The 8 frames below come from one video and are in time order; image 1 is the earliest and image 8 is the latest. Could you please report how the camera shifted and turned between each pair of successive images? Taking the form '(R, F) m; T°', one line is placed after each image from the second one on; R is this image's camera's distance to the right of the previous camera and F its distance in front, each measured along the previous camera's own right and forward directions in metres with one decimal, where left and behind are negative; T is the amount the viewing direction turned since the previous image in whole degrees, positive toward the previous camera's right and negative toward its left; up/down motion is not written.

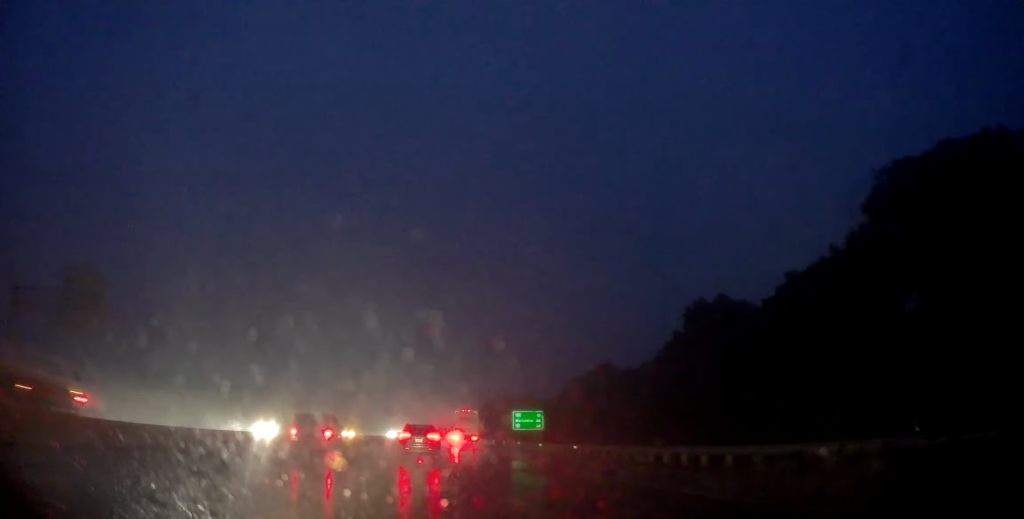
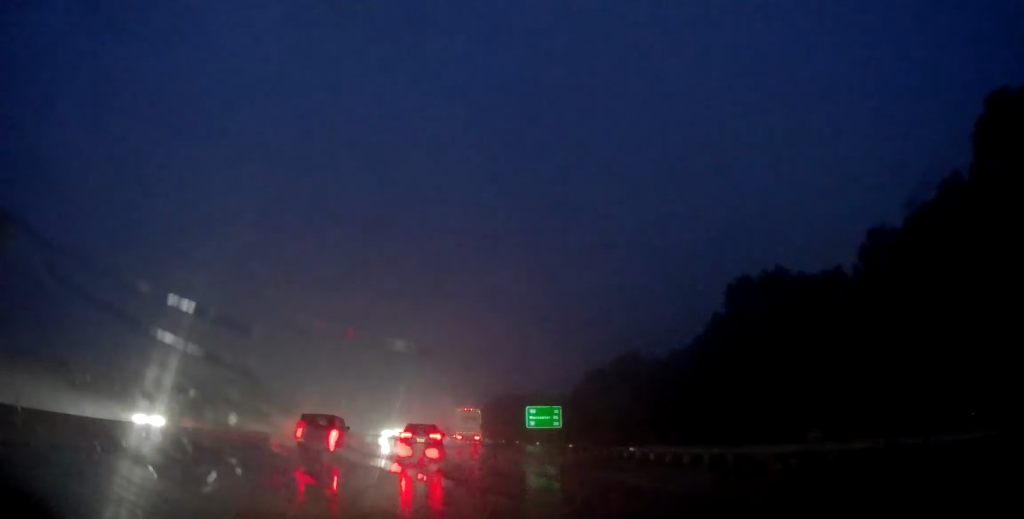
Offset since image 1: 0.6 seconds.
(+0.3, +10.5) m; 0°
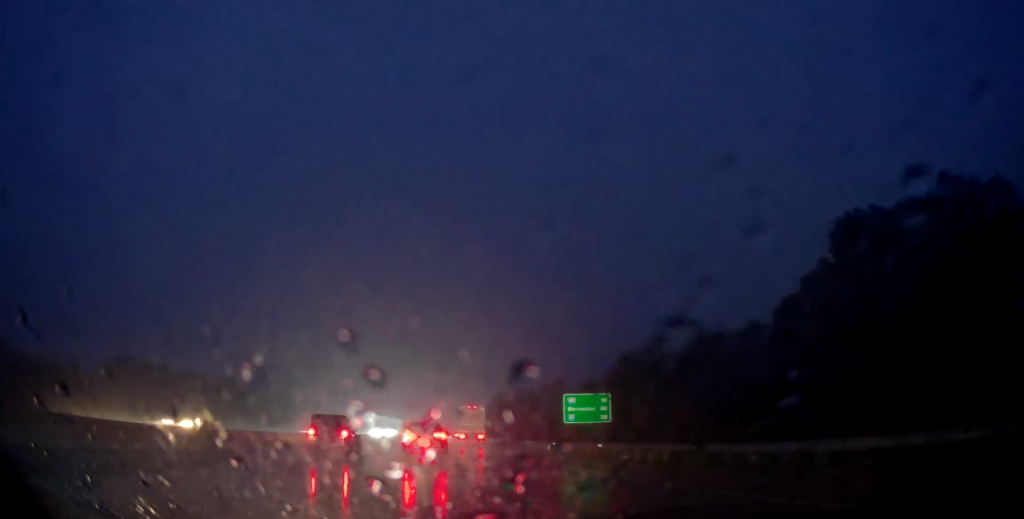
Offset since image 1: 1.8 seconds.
(-0.5, +19.6) m; 0°
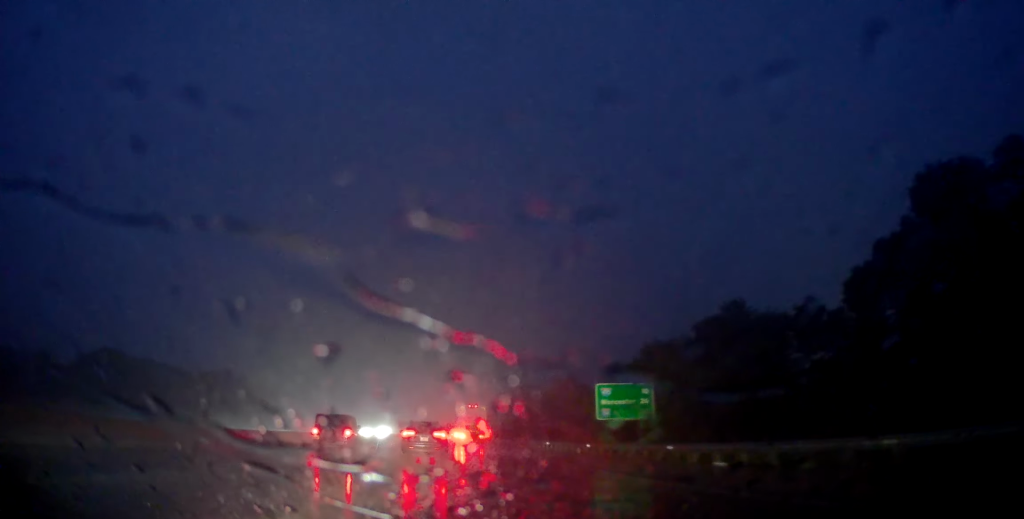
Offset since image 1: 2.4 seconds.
(+0.2, +10.6) m; +1°
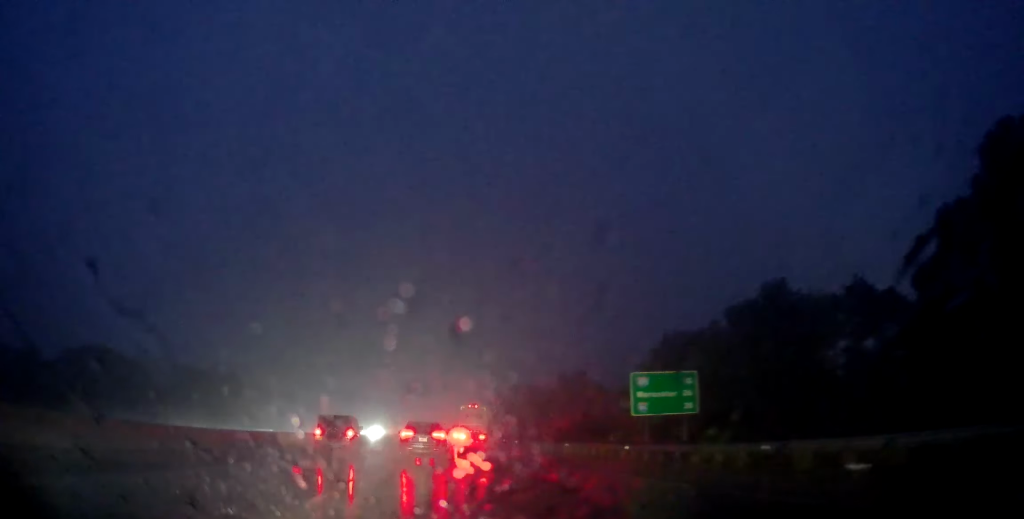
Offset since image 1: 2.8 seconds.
(+0.1, +7.6) m; 0°
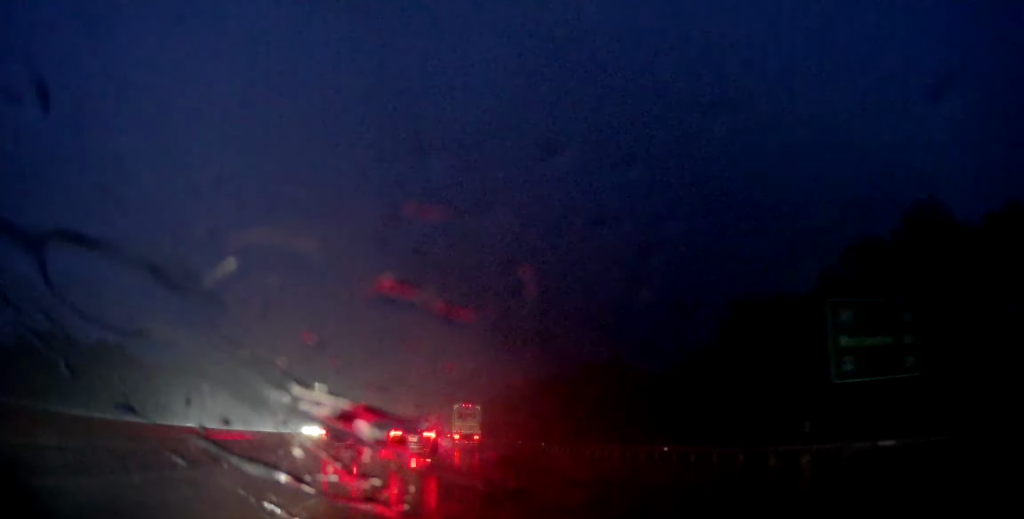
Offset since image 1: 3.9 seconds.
(+0.1, +19.3) m; 0°
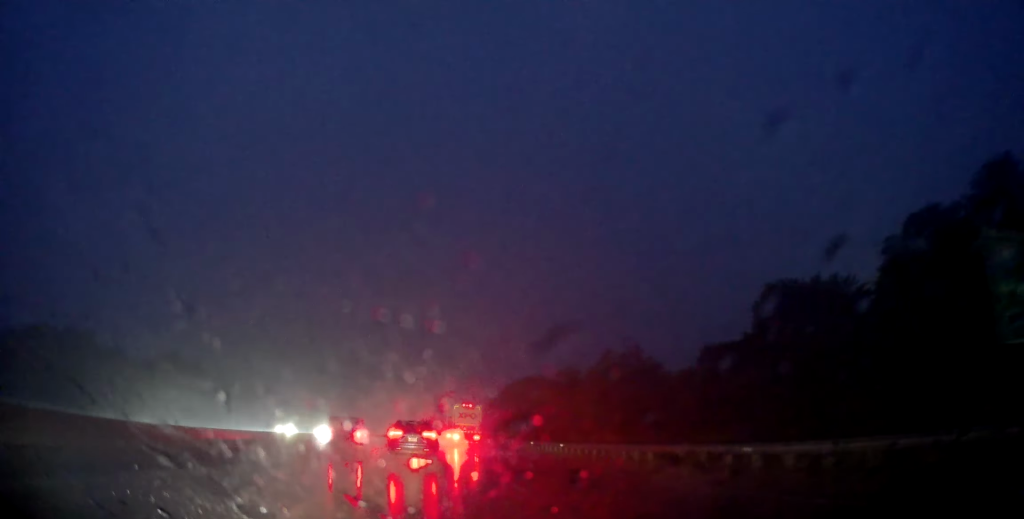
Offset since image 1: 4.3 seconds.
(0.0, +7.1) m; 0°
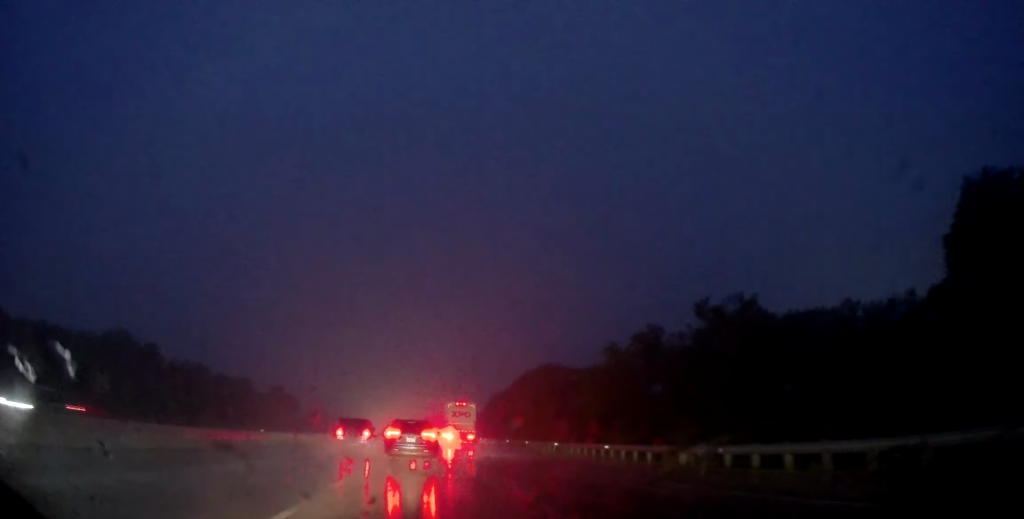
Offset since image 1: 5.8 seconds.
(-0.2, +27.1) m; 0°
